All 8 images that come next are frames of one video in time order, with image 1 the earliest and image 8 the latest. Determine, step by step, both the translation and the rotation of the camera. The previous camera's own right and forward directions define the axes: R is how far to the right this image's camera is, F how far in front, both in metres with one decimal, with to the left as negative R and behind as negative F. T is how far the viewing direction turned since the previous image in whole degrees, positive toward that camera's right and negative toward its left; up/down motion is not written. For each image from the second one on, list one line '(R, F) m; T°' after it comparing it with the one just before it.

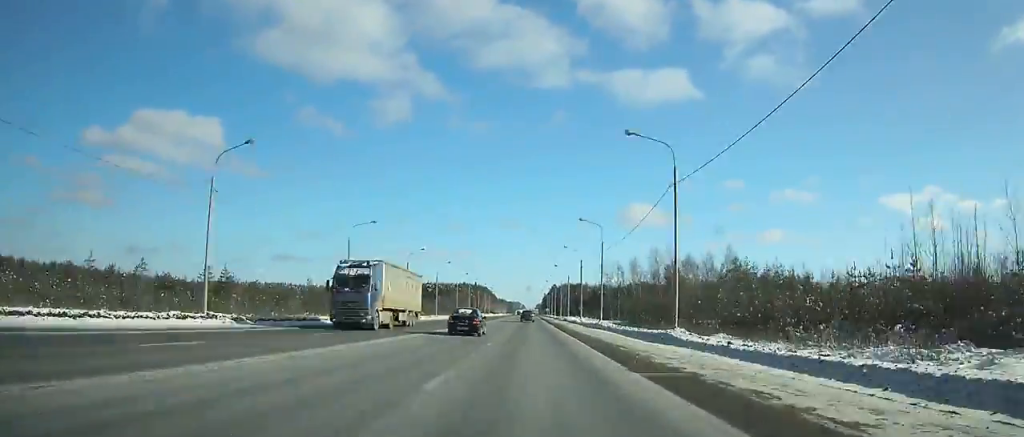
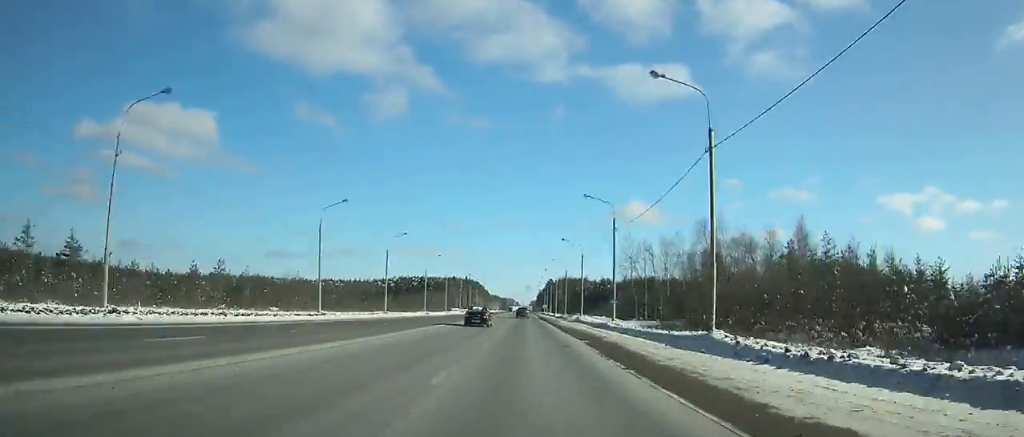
(0.0, +36.8) m; 0°
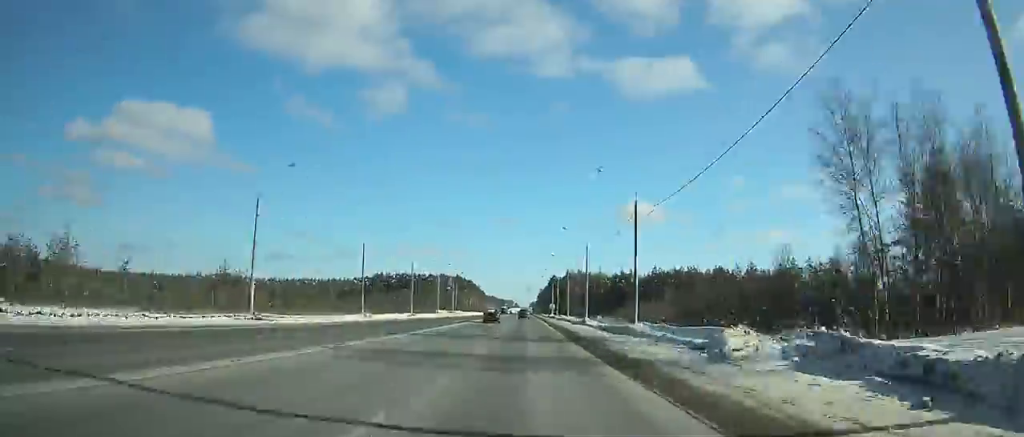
(+0.2, +65.8) m; 0°
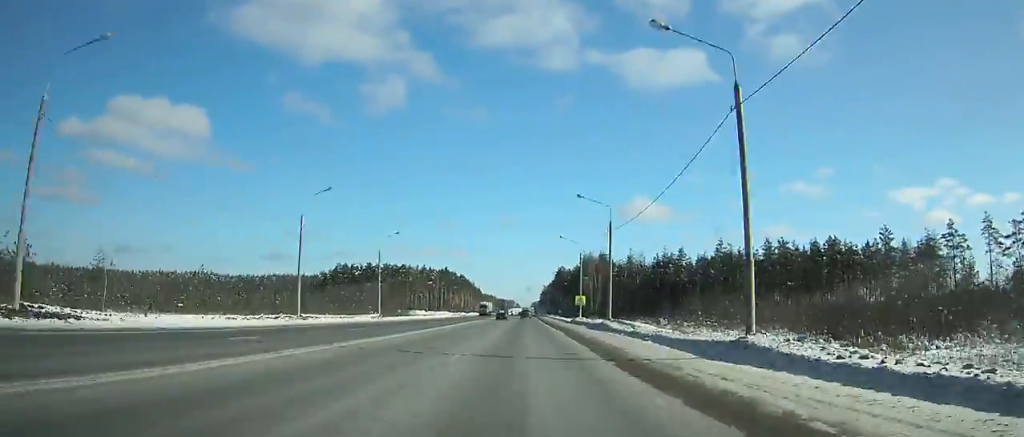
(-0.3, +73.2) m; 0°
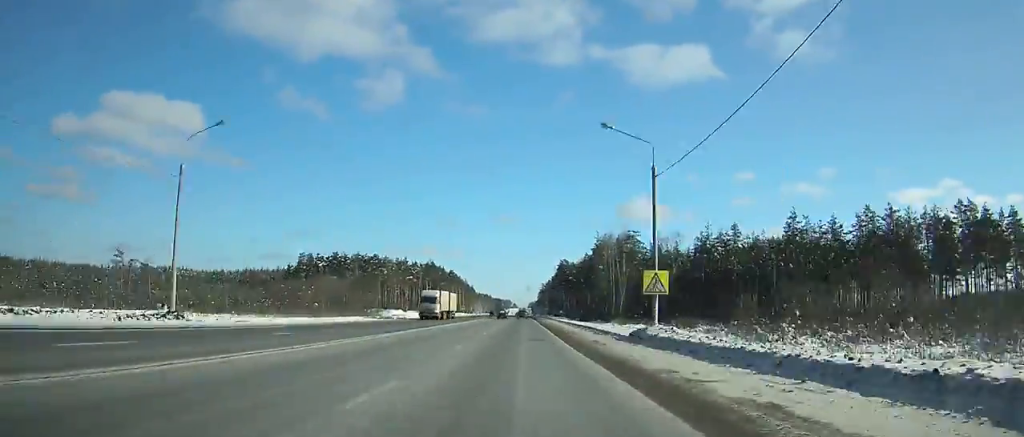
(0.0, +42.2) m; 0°
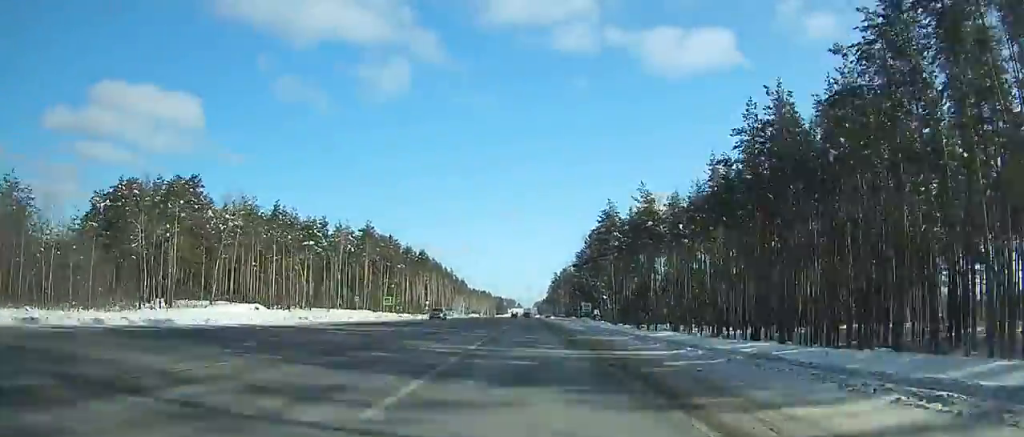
(-0.3, +126.1) m; +1°
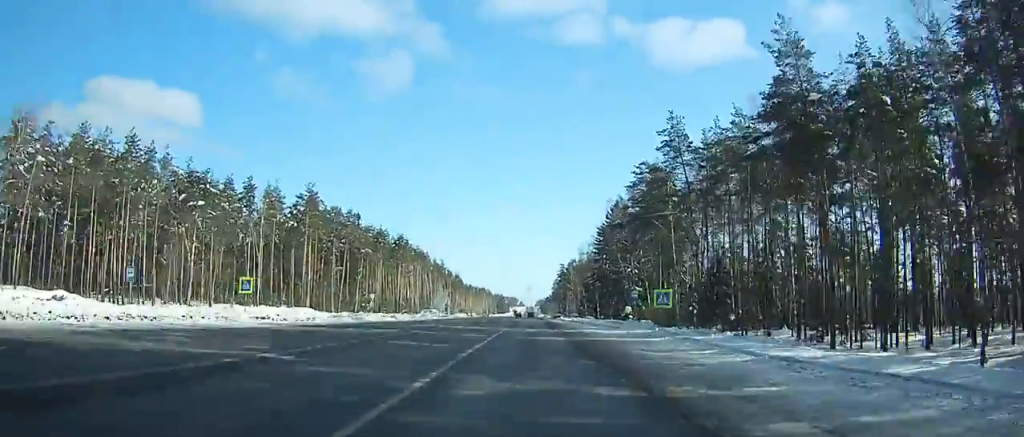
(+1.1, +48.6) m; -1°
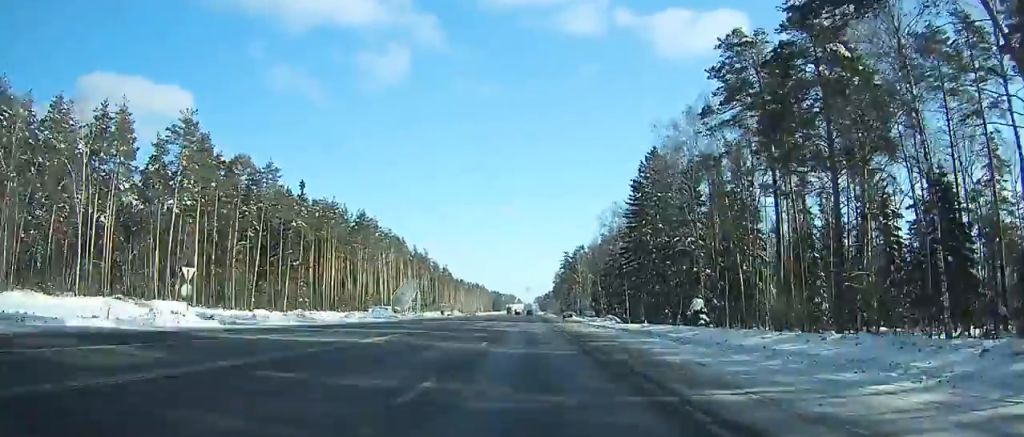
(-0.1, +46.4) m; -1°
